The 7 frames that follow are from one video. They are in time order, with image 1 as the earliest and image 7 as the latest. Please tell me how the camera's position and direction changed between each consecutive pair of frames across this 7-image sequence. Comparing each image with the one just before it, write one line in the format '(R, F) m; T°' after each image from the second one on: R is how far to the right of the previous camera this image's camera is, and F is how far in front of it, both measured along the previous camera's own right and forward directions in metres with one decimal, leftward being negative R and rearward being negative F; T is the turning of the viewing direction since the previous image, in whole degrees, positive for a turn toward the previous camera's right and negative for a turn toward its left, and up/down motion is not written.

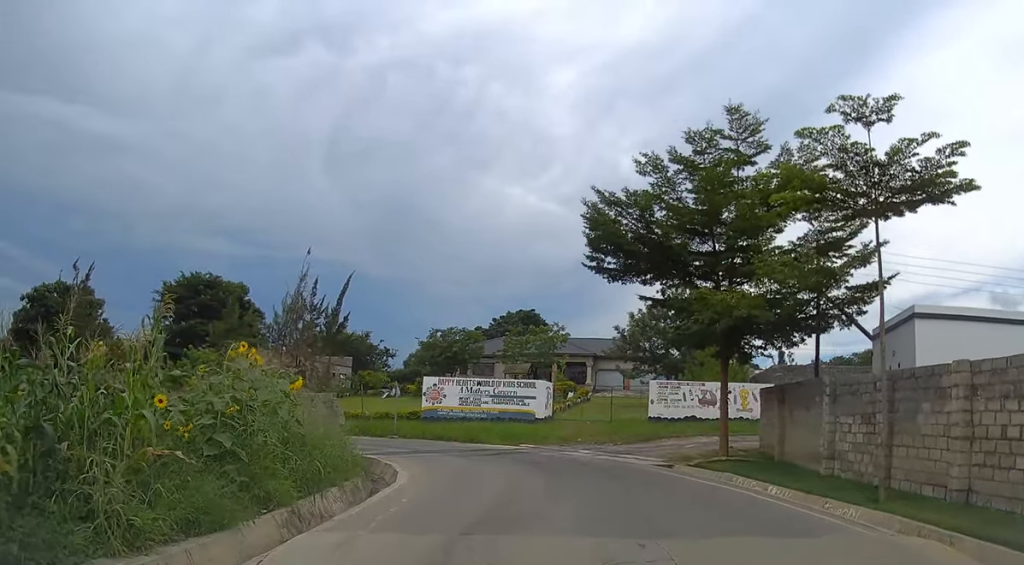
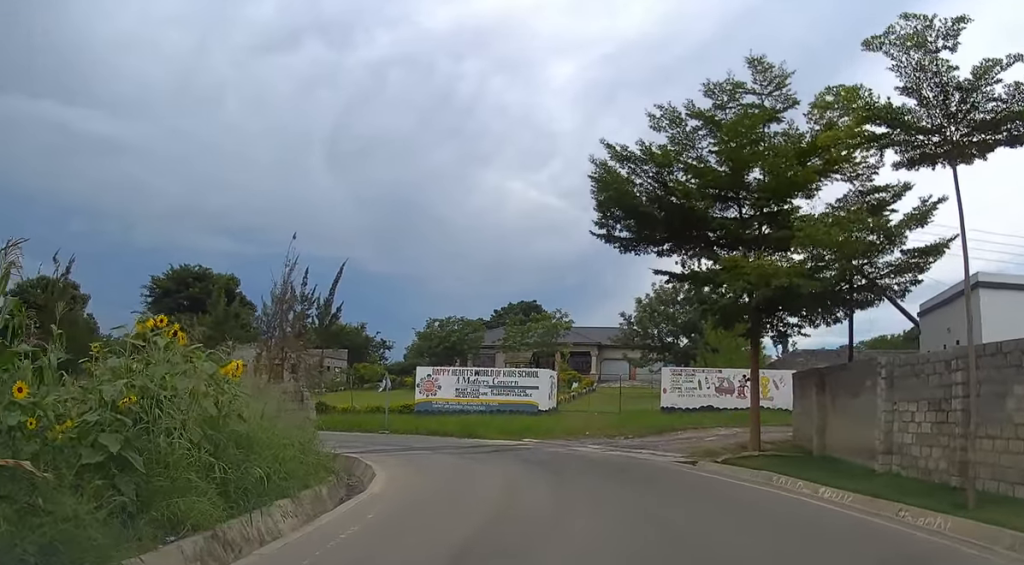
(0.0, +2.9) m; -2°
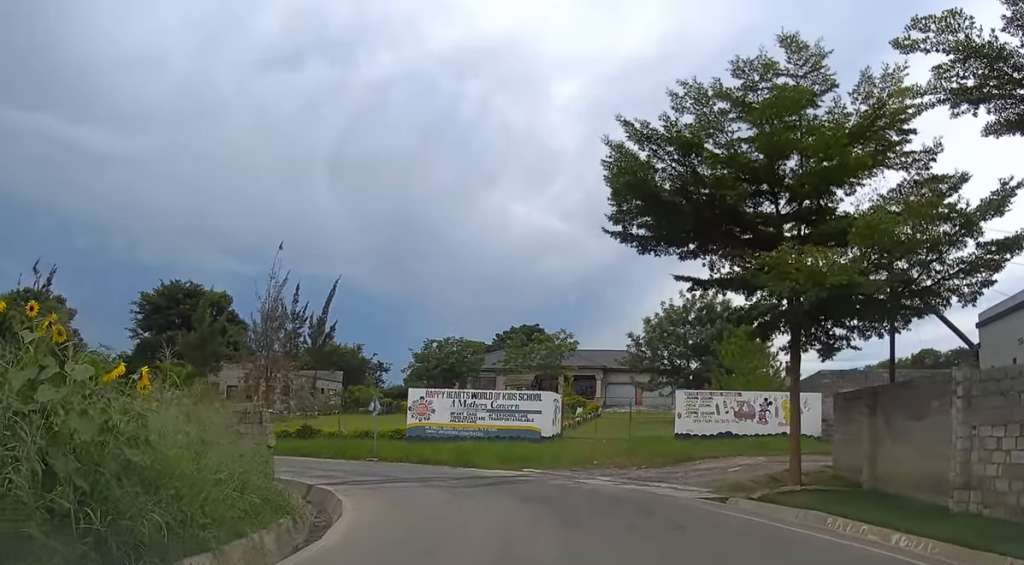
(0.0, +2.9) m; -2°
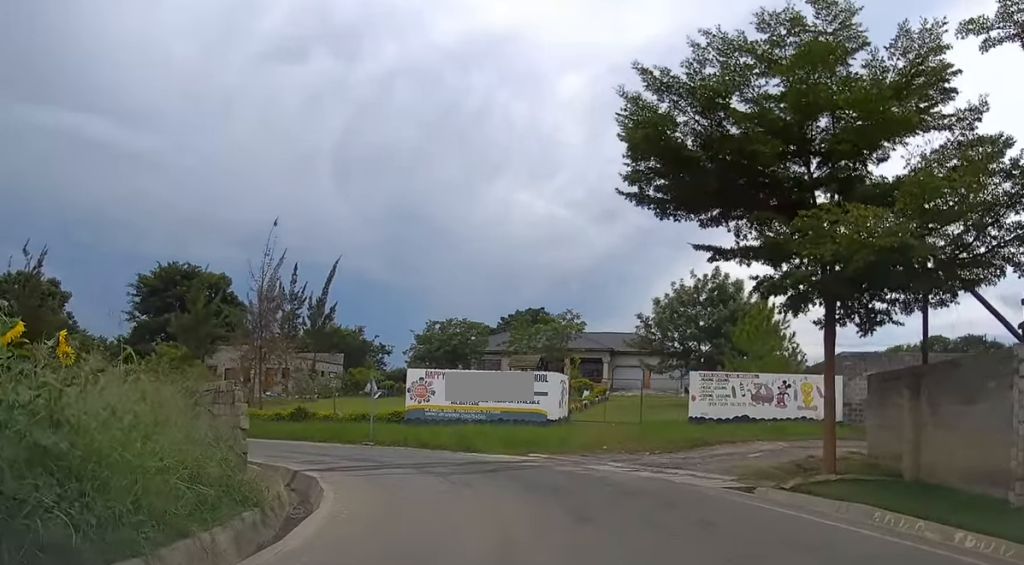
(-0.1, +1.7) m; -1°
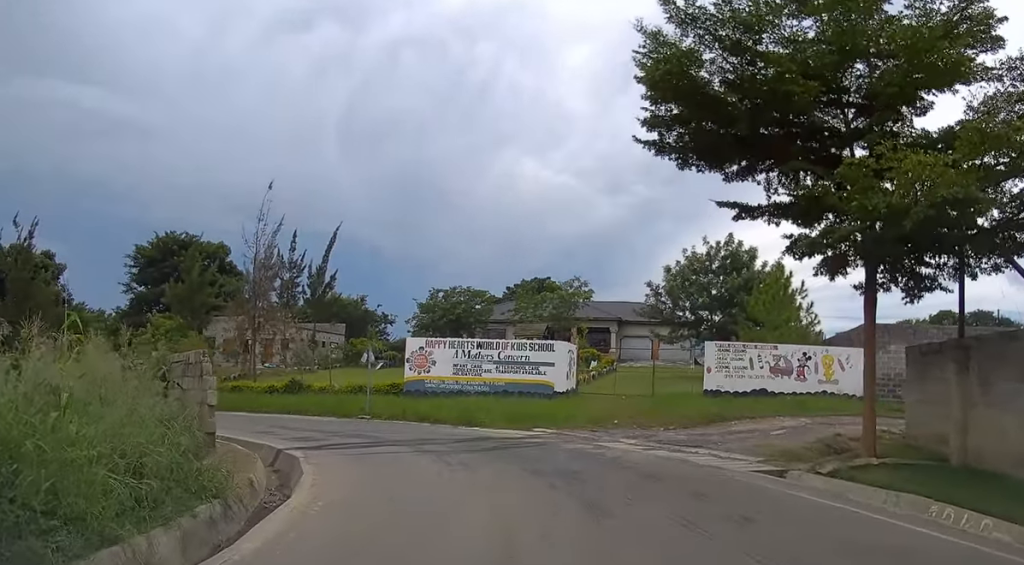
(0.0, +1.6) m; 0°
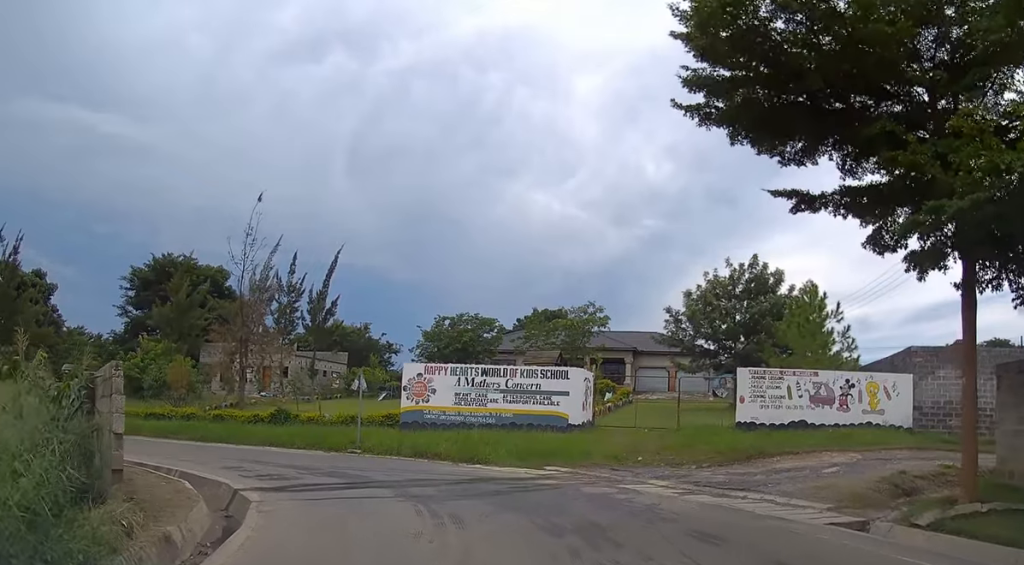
(+0.1, +3.0) m; +1°
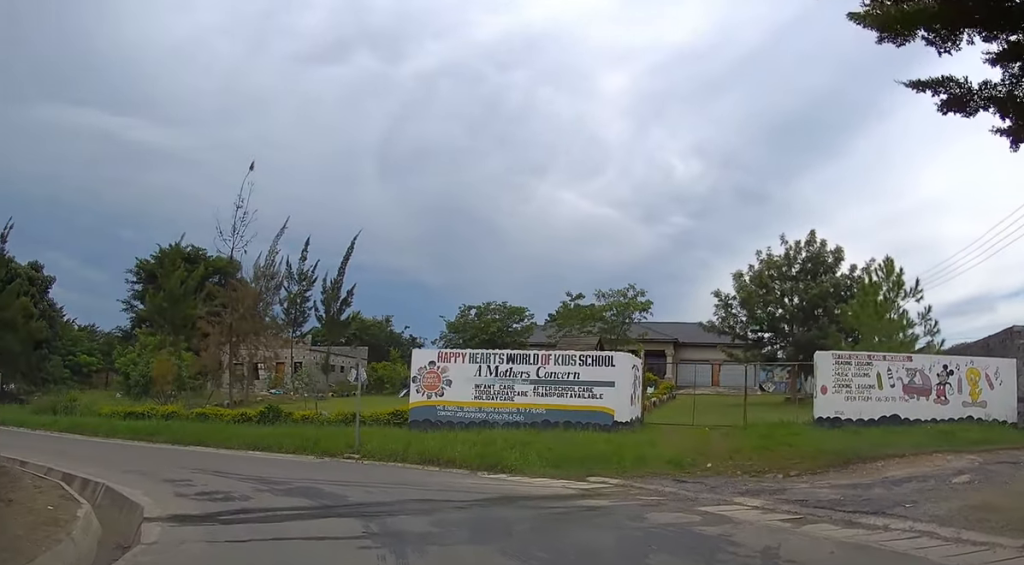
(0.0, +4.3) m; -2°
